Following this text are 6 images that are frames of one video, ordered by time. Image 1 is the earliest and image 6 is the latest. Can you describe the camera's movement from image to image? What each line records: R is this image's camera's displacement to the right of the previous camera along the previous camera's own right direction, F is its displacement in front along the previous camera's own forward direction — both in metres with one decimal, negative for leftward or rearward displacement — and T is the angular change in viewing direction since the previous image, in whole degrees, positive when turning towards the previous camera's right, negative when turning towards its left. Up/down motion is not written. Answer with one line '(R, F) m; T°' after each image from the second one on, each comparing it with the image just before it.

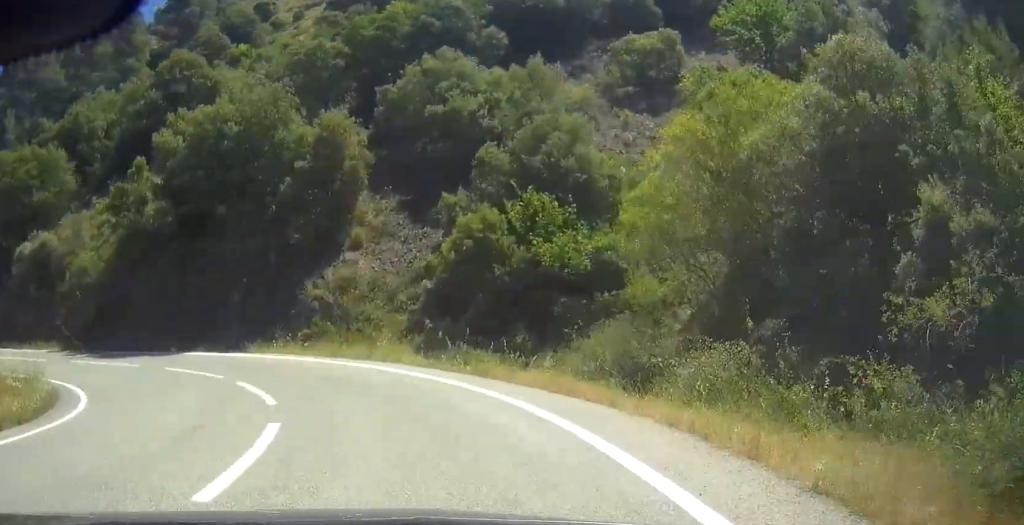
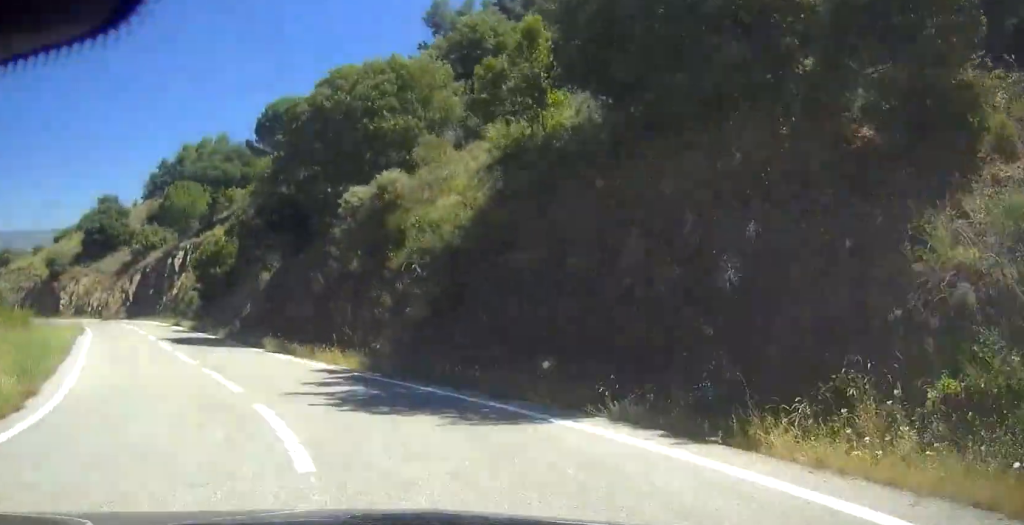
(-0.6, +20.8) m; -20°
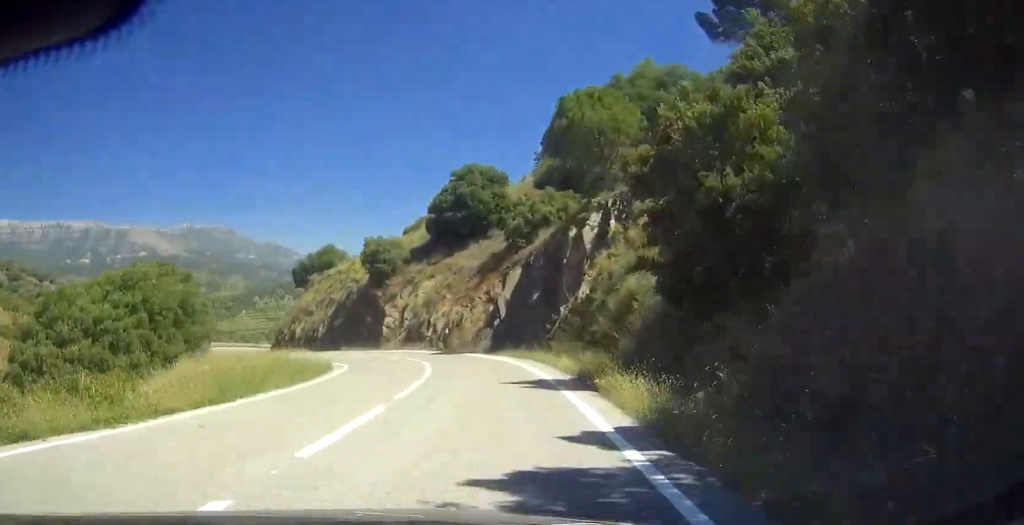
(-16.4, +39.4) m; -25°
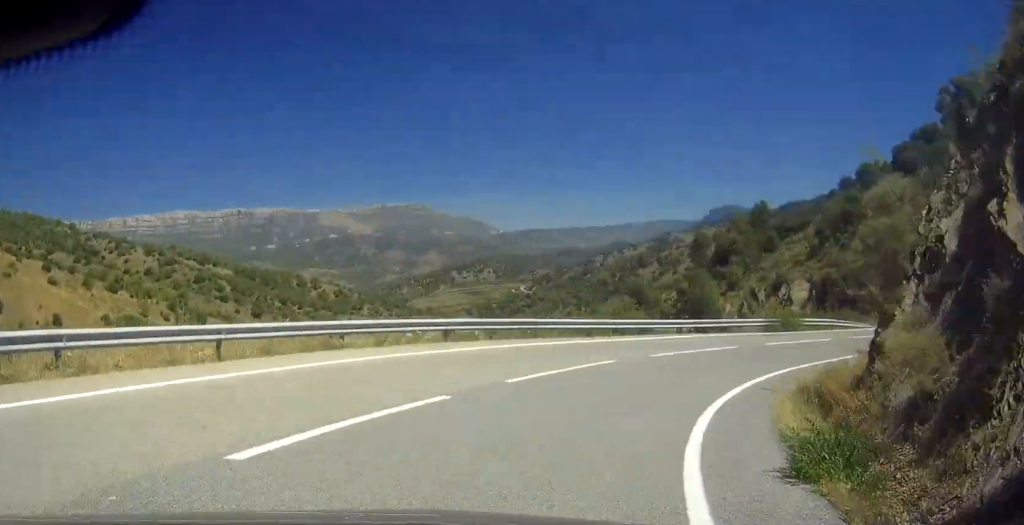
(-1.5, +97.9) m; +20°
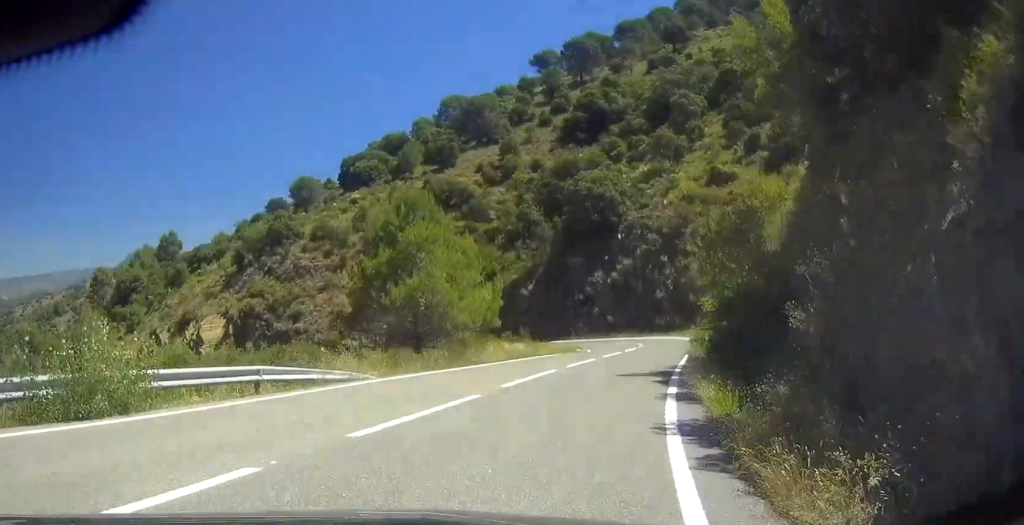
(+7.0, +21.7) m; +11°
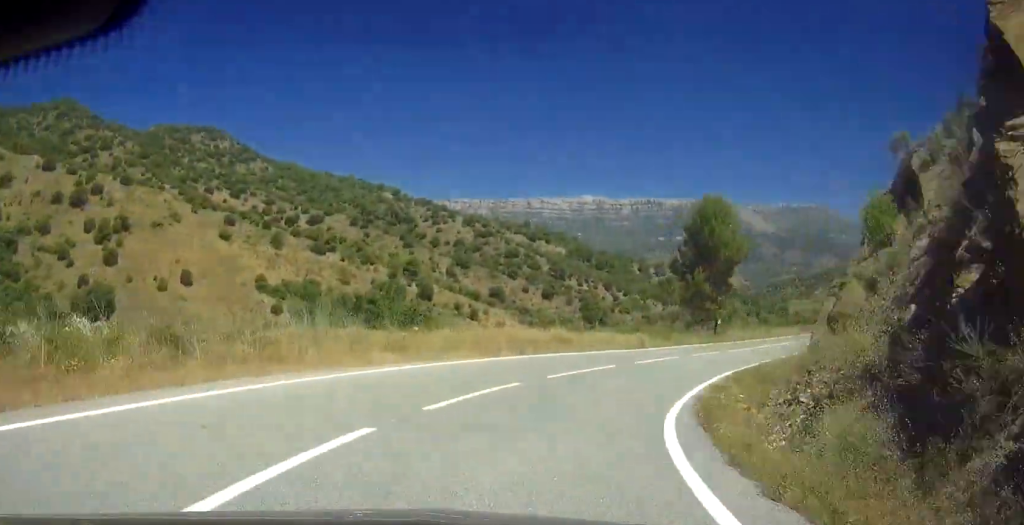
(-34.9, +93.9) m; -41°
